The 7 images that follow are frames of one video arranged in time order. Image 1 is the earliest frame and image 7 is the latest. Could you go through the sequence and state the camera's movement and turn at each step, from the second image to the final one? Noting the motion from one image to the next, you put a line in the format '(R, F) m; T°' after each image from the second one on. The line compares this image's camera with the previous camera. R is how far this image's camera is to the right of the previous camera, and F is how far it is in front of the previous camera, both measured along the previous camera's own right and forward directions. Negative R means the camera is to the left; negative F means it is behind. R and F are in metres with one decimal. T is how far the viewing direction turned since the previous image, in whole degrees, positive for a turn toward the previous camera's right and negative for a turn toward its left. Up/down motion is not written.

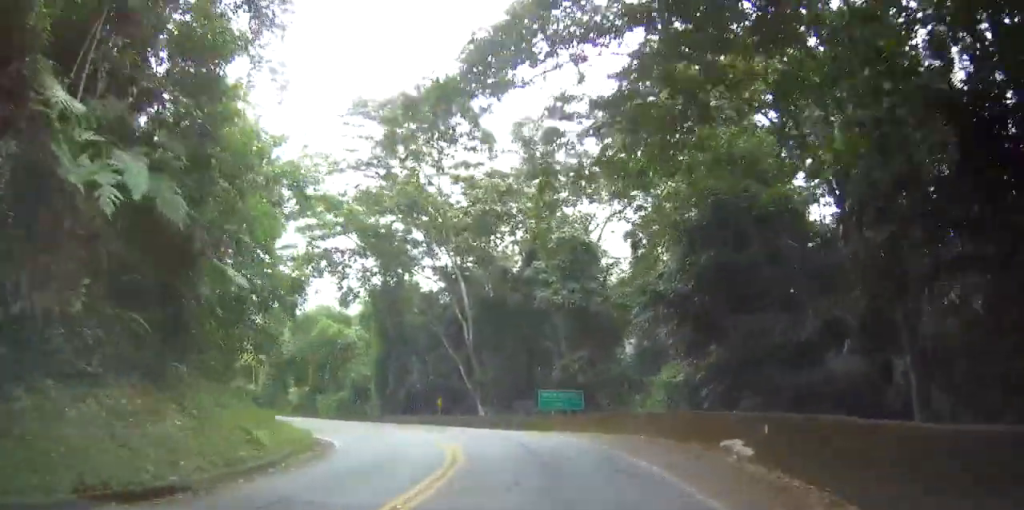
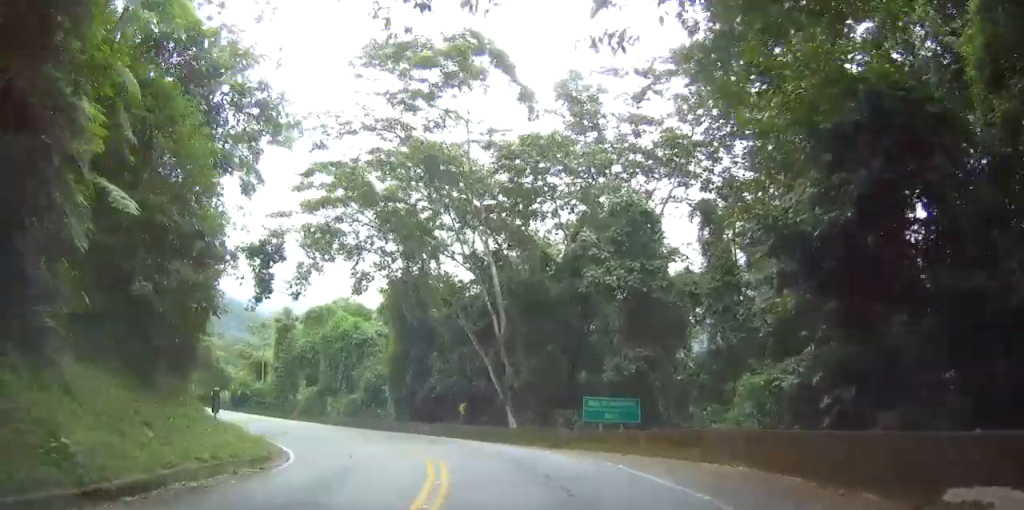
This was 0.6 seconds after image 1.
(+0.1, +8.7) m; -6°
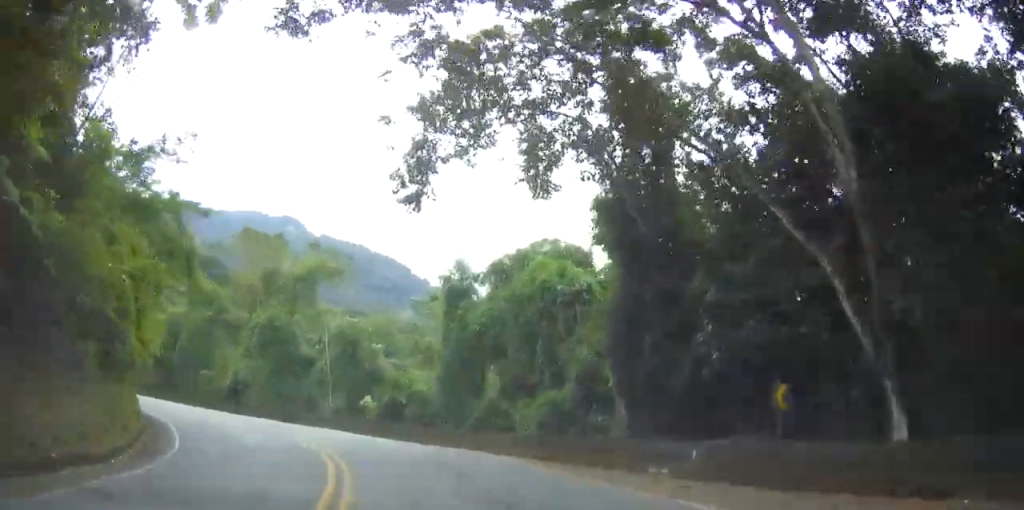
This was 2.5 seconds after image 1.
(-3.6, +23.7) m; -25°
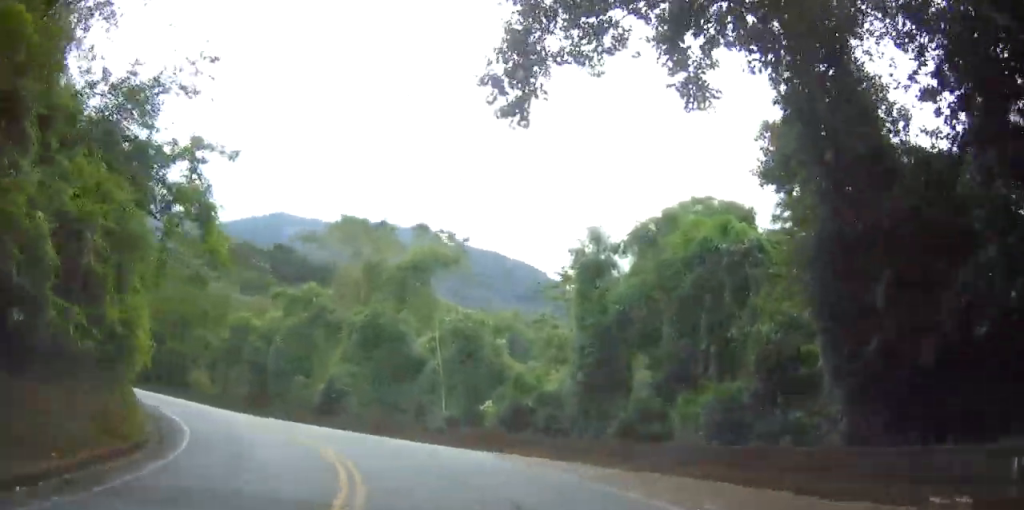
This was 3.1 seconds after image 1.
(-2.1, +8.0) m; -21°
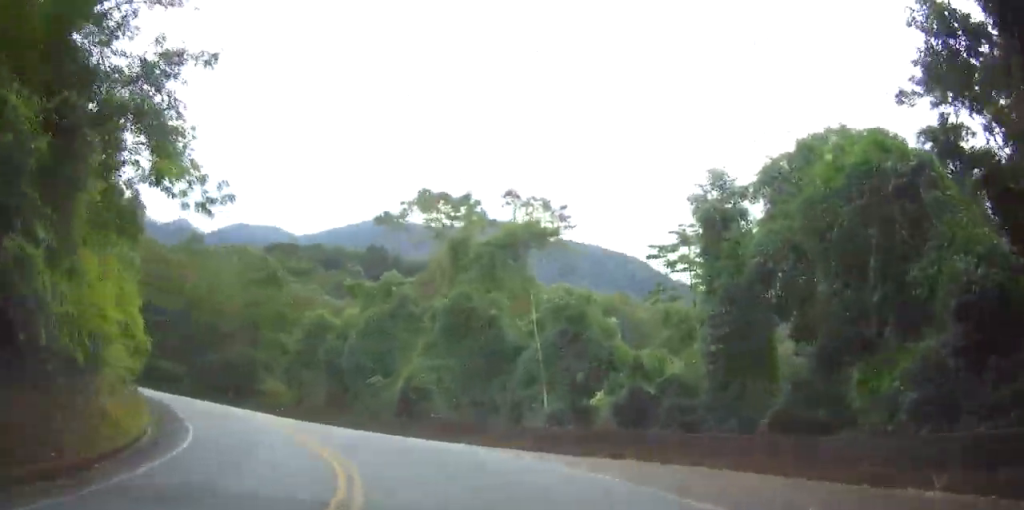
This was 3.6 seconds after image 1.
(-0.4, +7.0) m; -18°
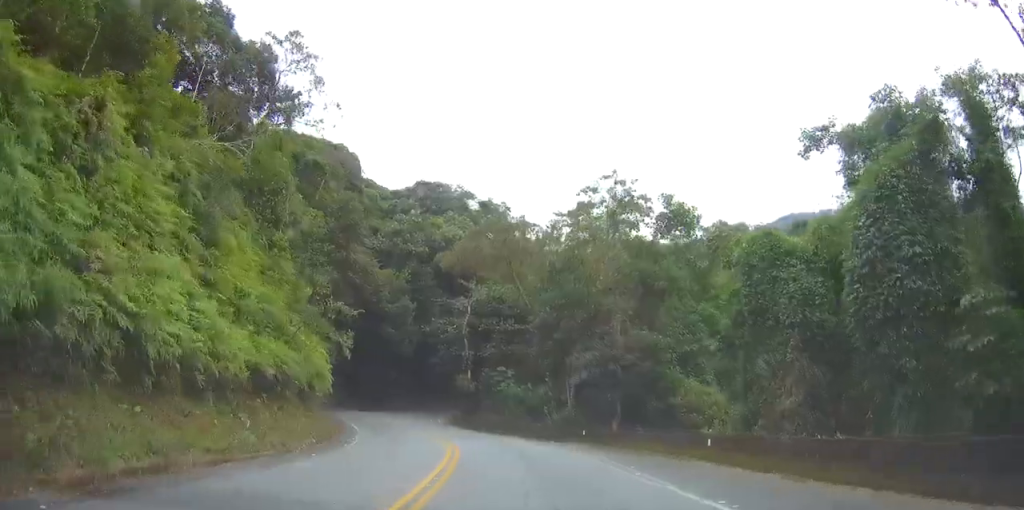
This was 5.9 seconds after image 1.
(-9.4, +30.5) m; -18°
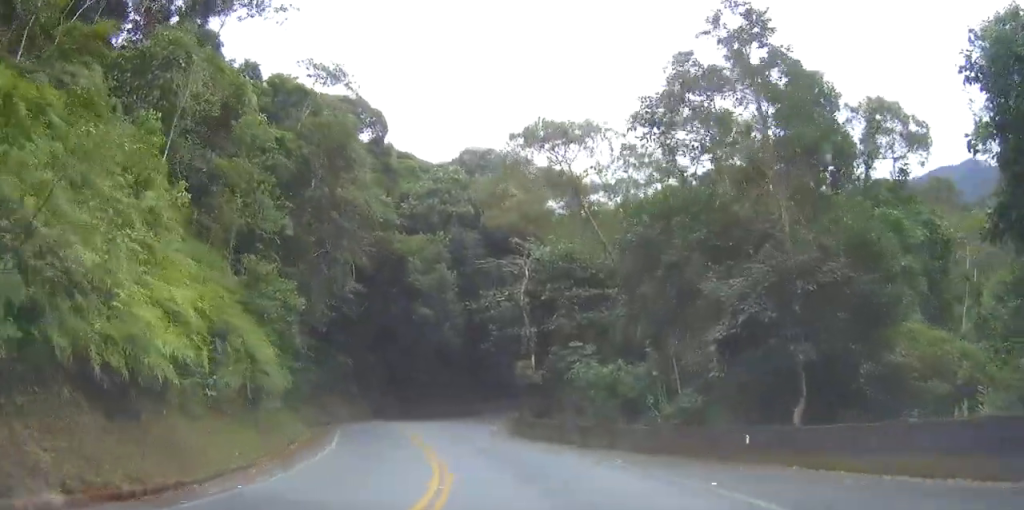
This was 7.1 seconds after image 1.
(0.0, +18.1) m; 0°
